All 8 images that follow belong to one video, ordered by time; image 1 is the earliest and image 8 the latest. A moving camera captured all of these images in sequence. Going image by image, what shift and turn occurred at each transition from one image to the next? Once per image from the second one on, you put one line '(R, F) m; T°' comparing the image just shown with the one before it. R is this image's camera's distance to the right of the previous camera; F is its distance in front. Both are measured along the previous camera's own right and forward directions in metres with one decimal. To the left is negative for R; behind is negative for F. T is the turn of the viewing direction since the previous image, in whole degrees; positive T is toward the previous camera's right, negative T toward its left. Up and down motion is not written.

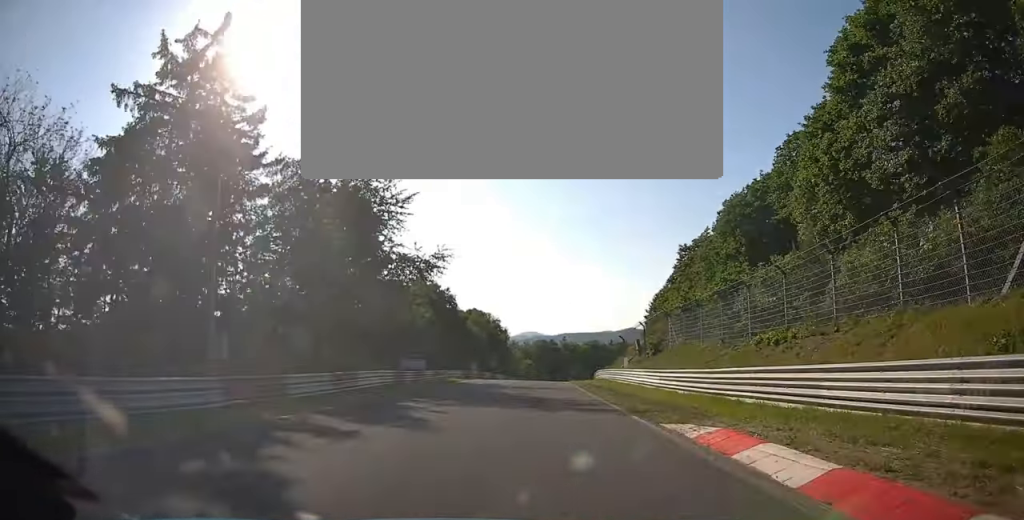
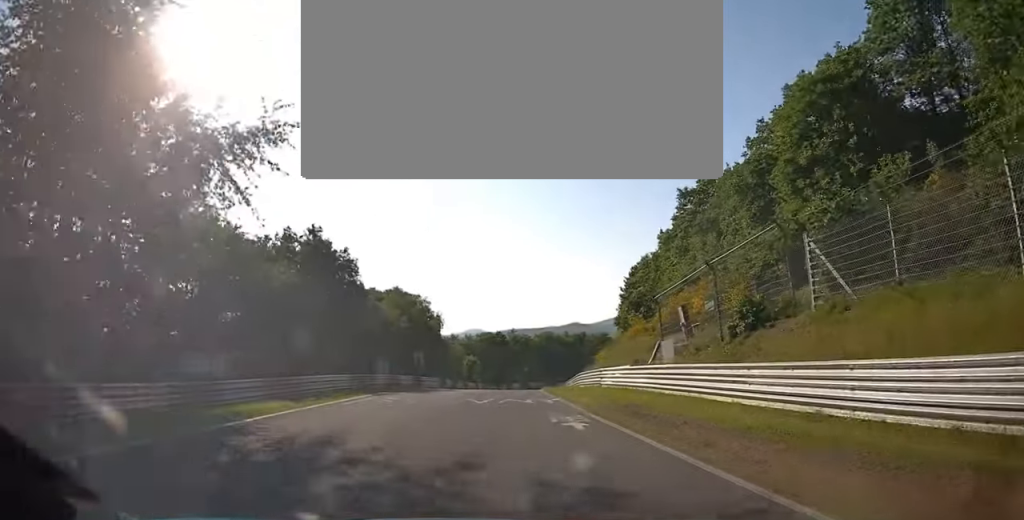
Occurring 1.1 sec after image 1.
(+2.4, +26.7) m; +8°
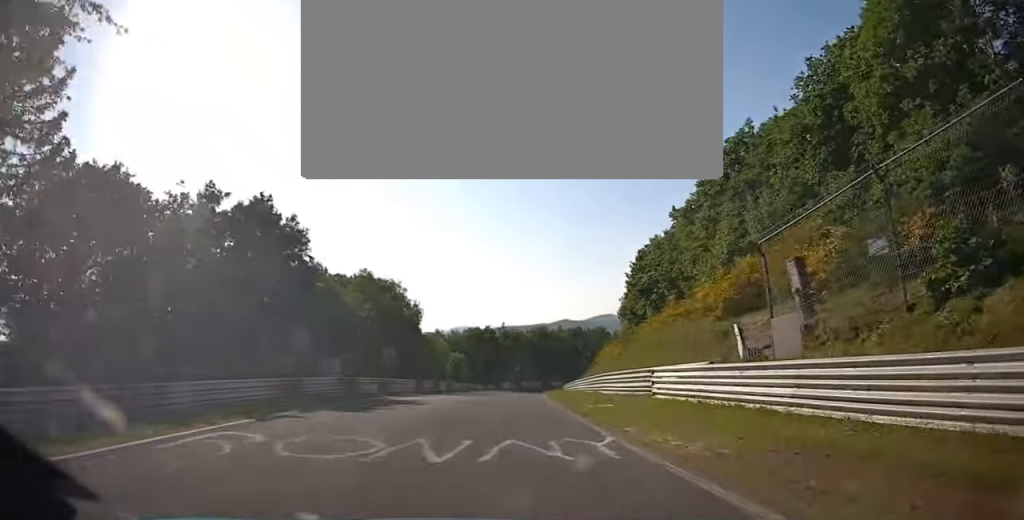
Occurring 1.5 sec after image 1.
(+0.2, +11.2) m; +2°
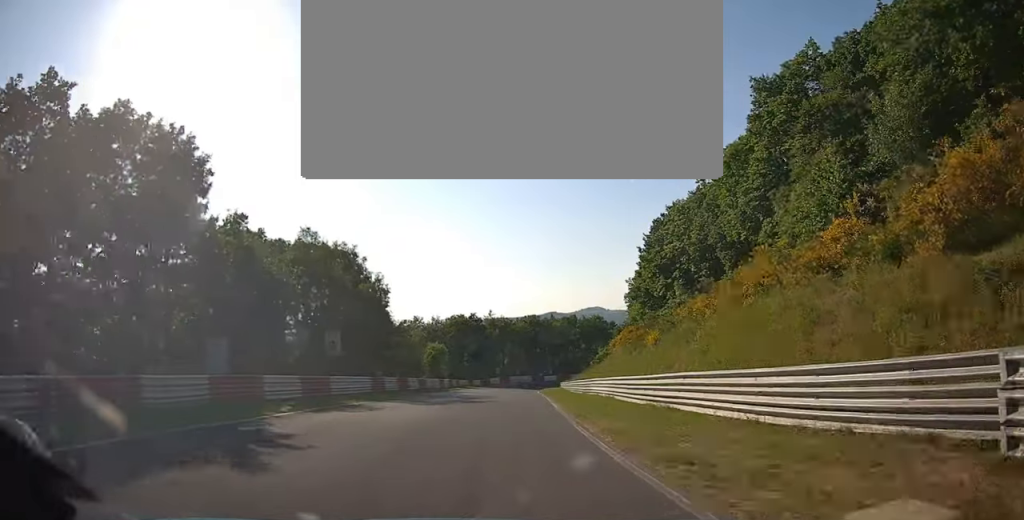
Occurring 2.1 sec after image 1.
(+0.2, +13.6) m; +2°
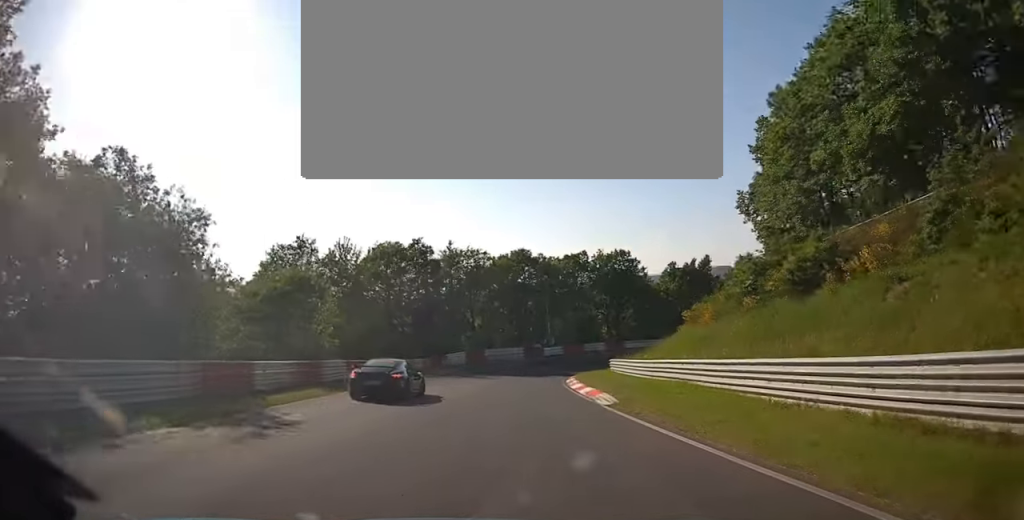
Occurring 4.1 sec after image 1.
(+5.2, +49.5) m; +12°
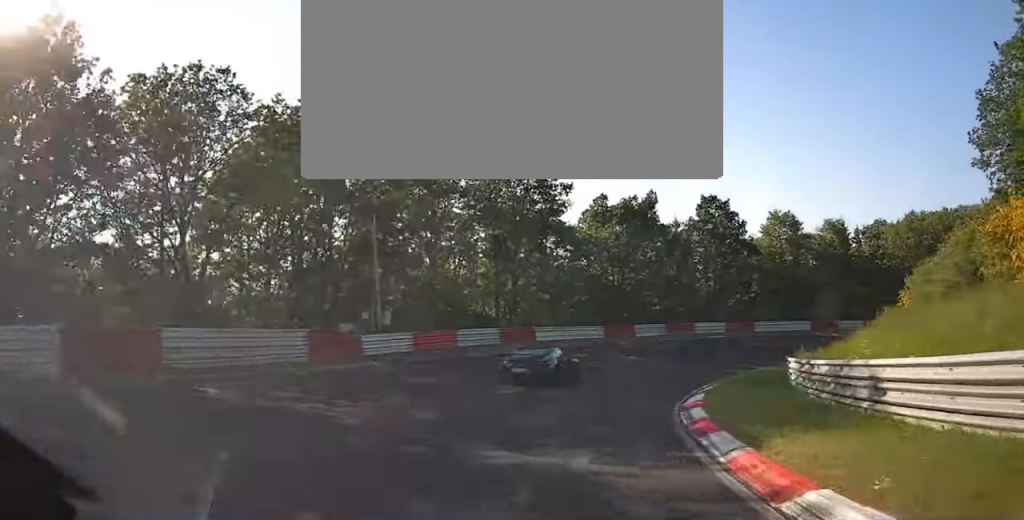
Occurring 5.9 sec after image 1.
(+3.7, +41.5) m; +19°
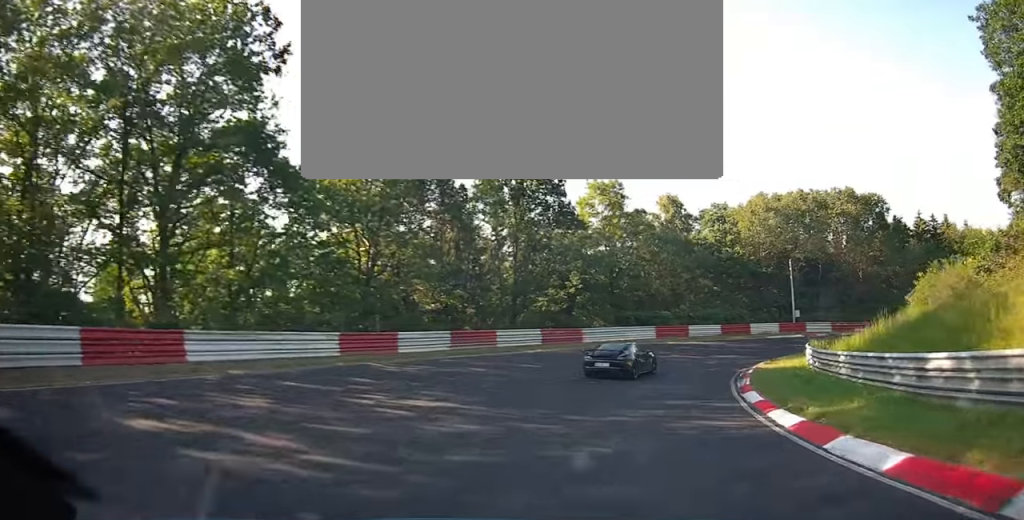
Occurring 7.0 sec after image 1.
(+4.0, +20.4) m; +28°
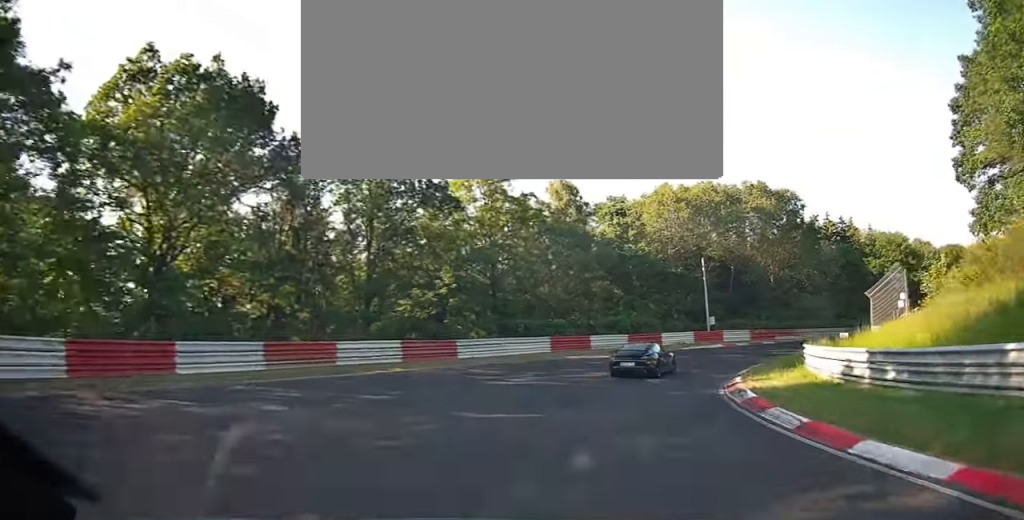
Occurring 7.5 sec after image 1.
(+0.6, +9.4) m; +15°
